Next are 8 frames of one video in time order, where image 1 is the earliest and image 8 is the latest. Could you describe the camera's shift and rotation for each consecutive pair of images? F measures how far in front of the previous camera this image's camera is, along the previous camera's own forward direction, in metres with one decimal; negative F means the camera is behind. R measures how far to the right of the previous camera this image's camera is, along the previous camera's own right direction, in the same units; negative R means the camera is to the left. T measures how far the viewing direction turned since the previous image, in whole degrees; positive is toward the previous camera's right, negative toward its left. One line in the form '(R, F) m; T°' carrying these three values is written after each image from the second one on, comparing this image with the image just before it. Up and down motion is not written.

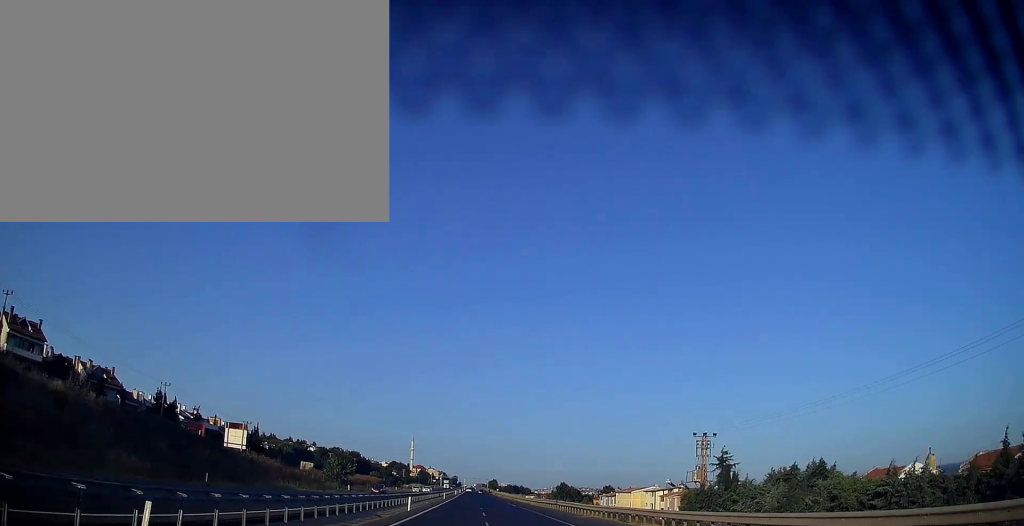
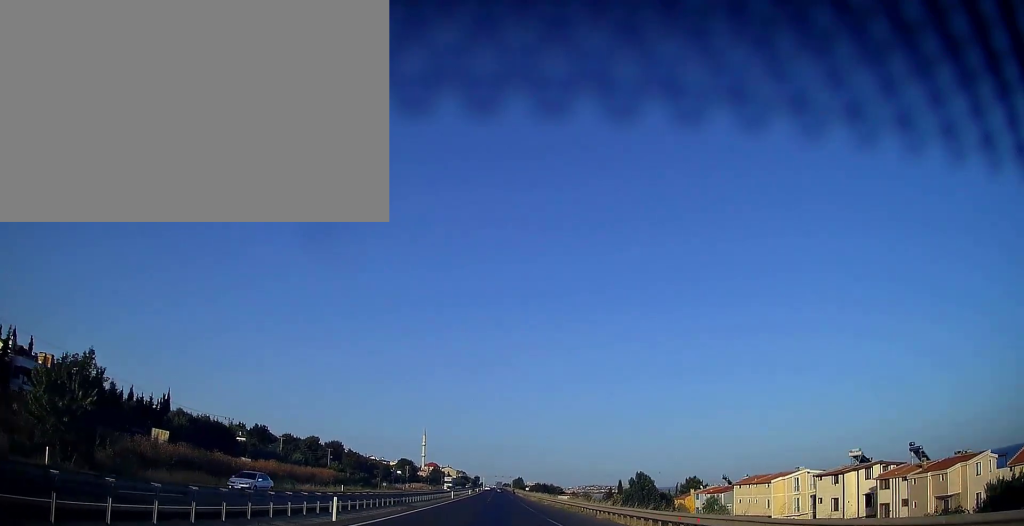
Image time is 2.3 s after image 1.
(-1.1, +67.6) m; -2°
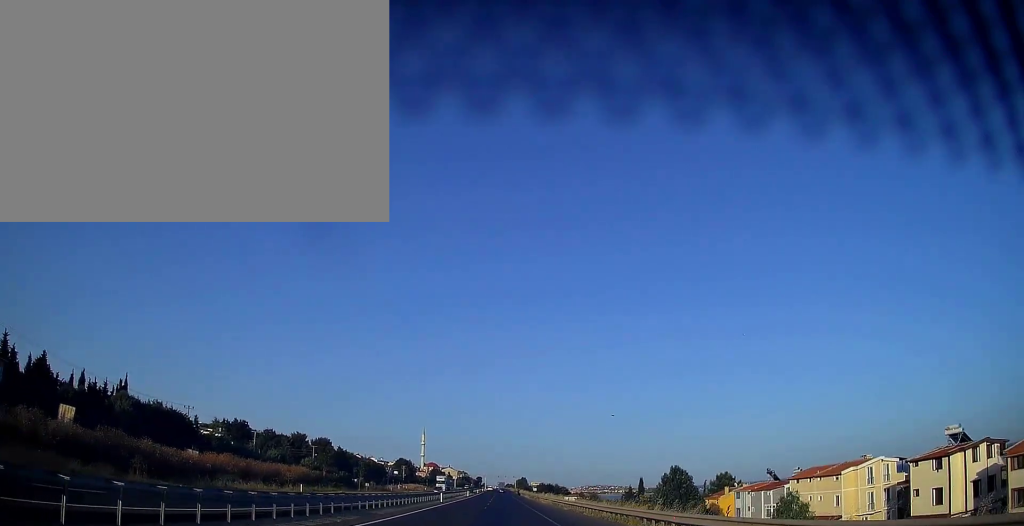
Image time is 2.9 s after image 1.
(-0.1, +17.7) m; -1°
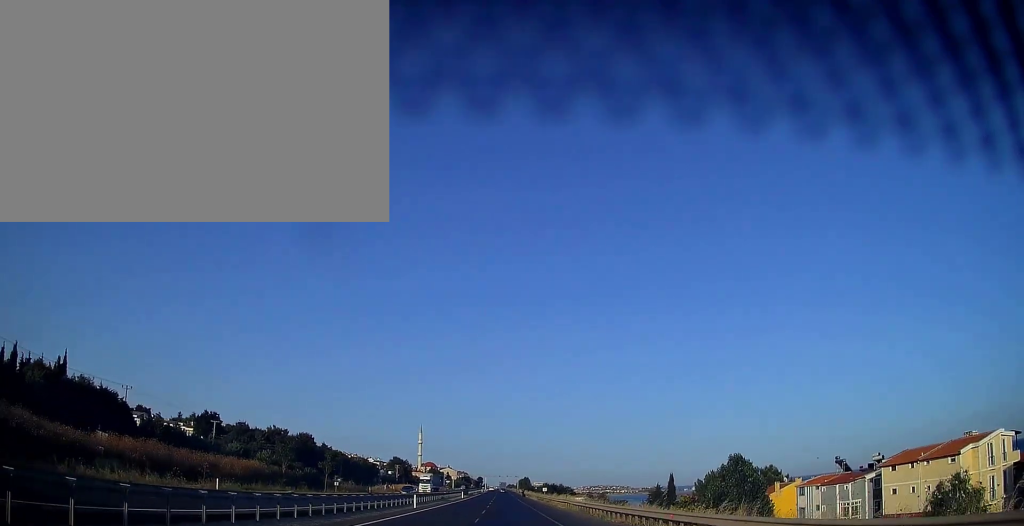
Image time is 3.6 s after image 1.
(-0.1, +19.7) m; 0°
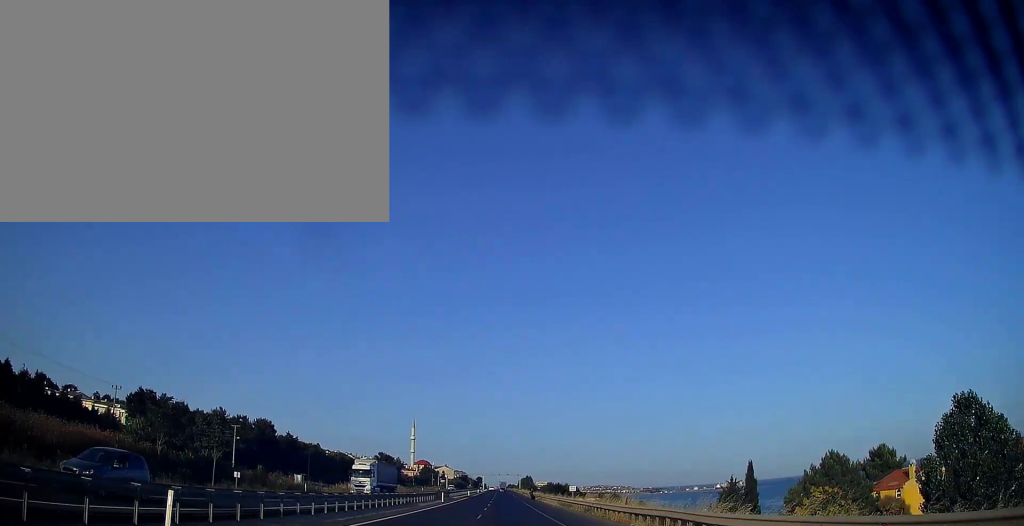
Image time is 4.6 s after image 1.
(+0.1, +30.5) m; 0°
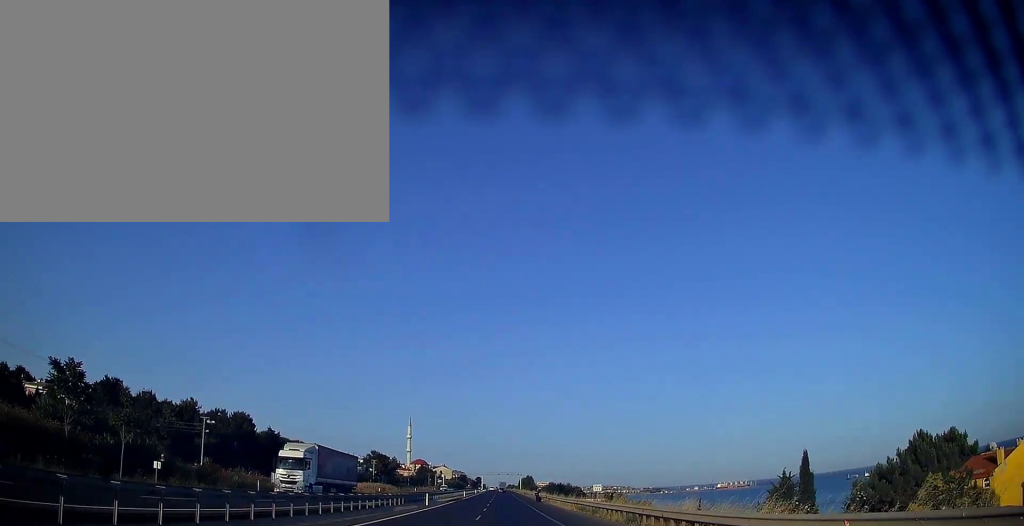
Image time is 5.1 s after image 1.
(+0.1, +13.8) m; 0°
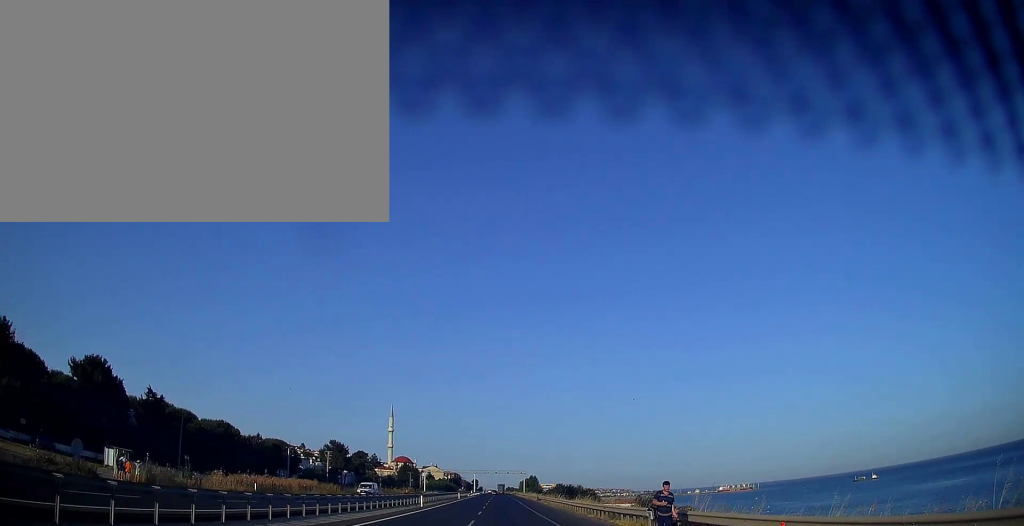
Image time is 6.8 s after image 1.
(0.0, +52.1) m; 0°
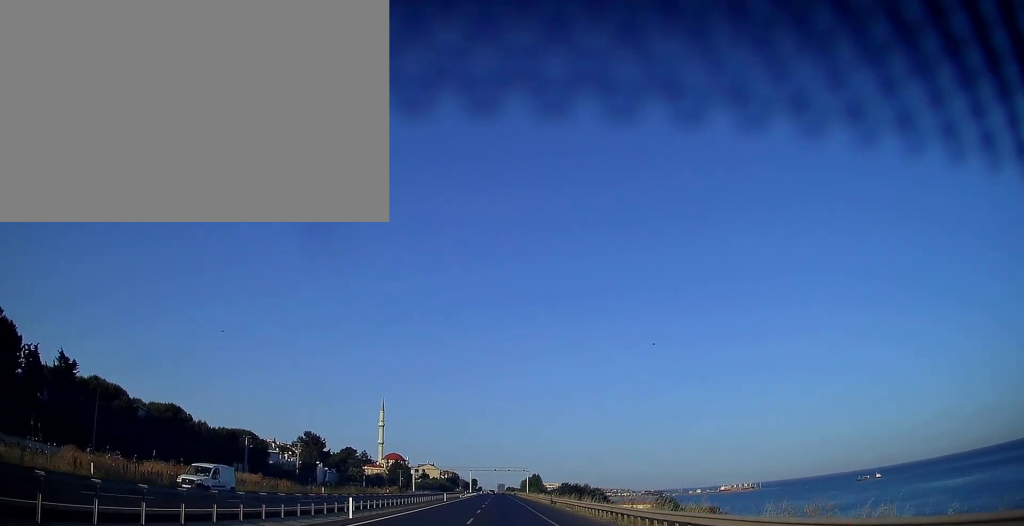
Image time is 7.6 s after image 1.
(0.0, +22.5) m; 0°
